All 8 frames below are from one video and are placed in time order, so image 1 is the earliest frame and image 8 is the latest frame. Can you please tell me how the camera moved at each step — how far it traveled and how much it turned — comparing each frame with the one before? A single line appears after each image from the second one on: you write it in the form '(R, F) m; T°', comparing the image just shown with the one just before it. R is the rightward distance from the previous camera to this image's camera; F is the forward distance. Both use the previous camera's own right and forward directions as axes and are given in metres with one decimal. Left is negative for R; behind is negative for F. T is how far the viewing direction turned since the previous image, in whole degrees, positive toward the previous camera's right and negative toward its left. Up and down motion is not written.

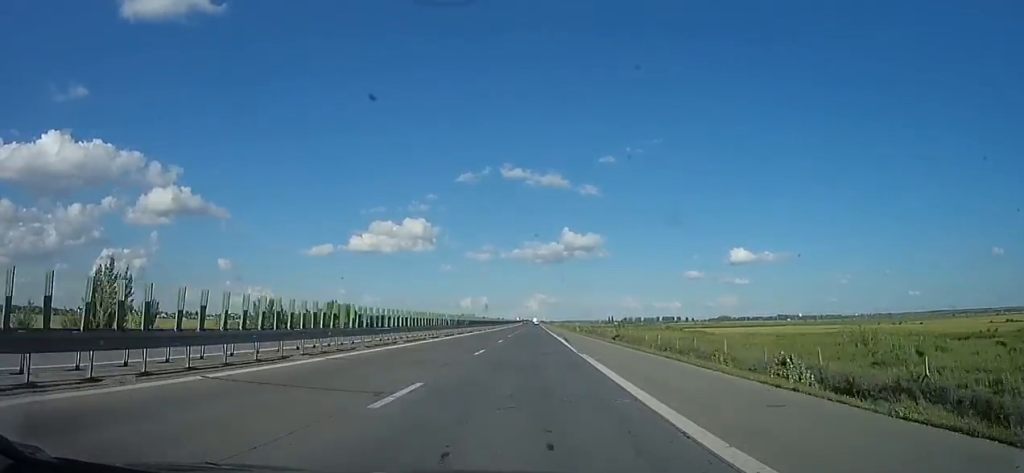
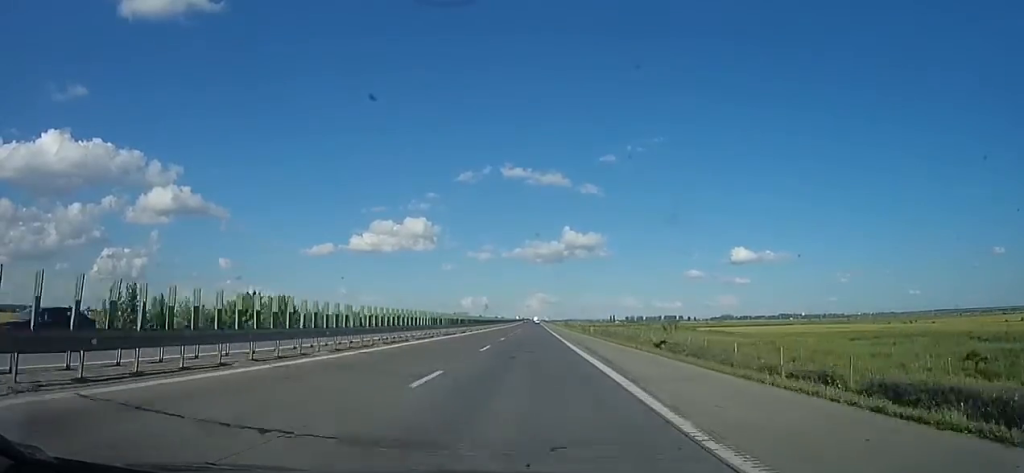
(+0.8, +20.9) m; +1°
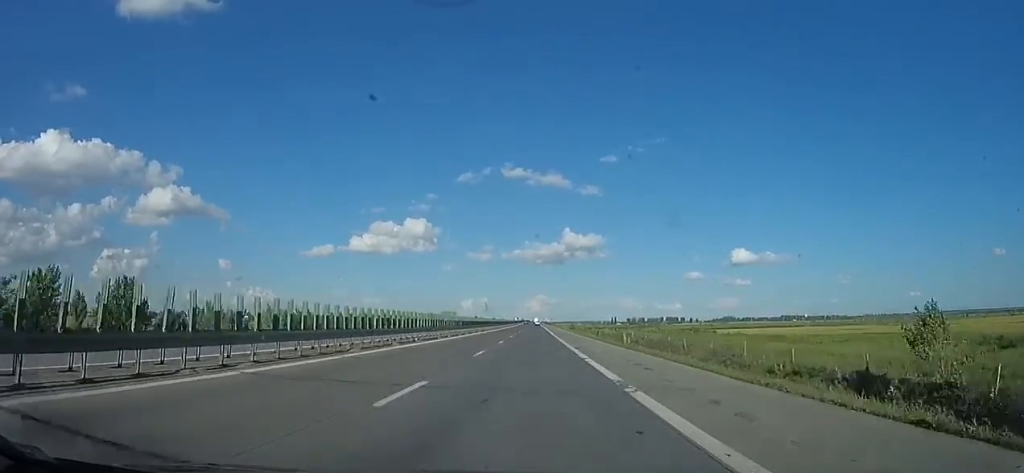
(-0.5, +25.1) m; -1°
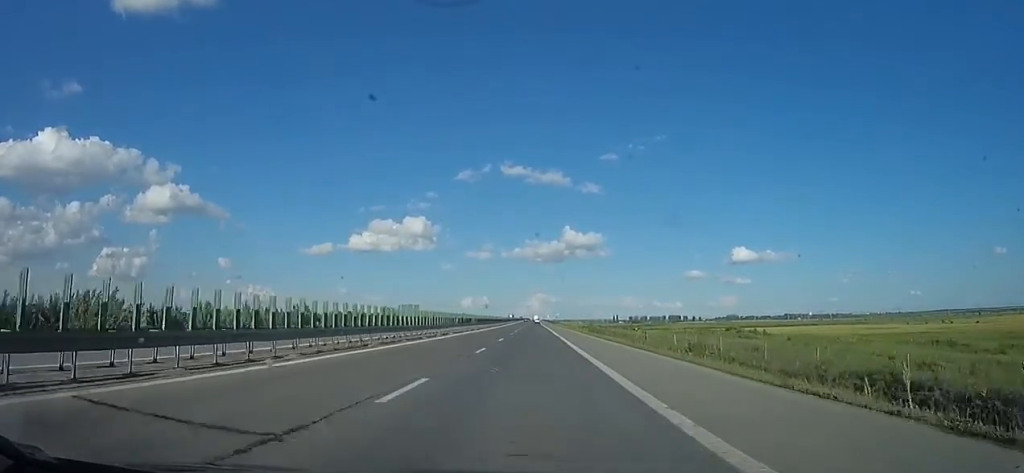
(-0.3, +46.4) m; +1°
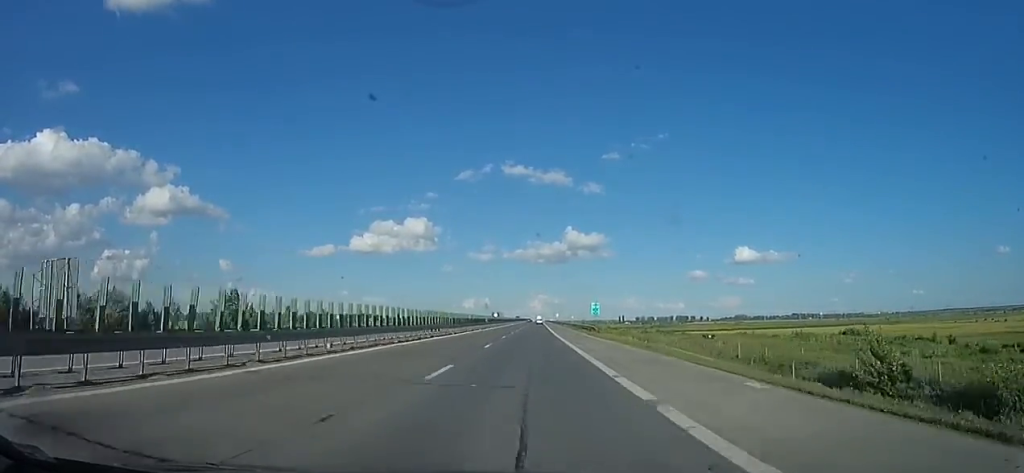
(+0.8, +79.4) m; -1°
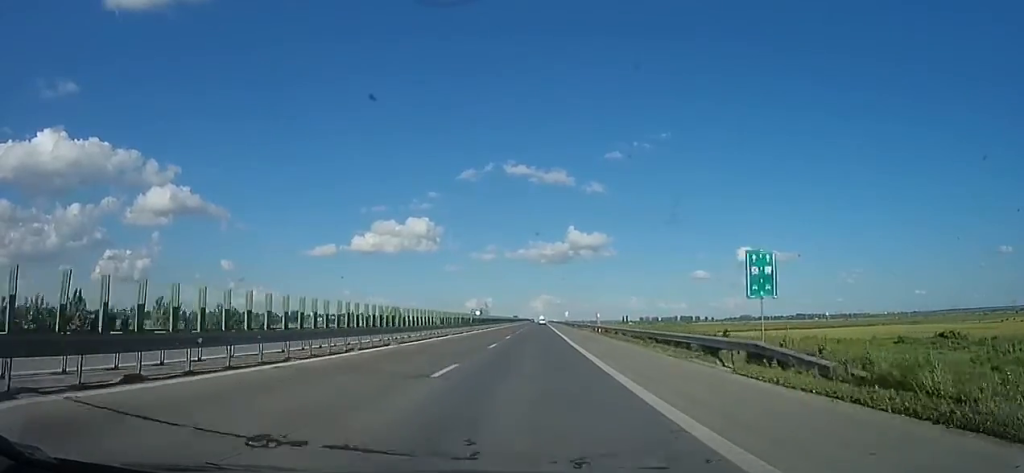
(-0.8, +34.7) m; 0°
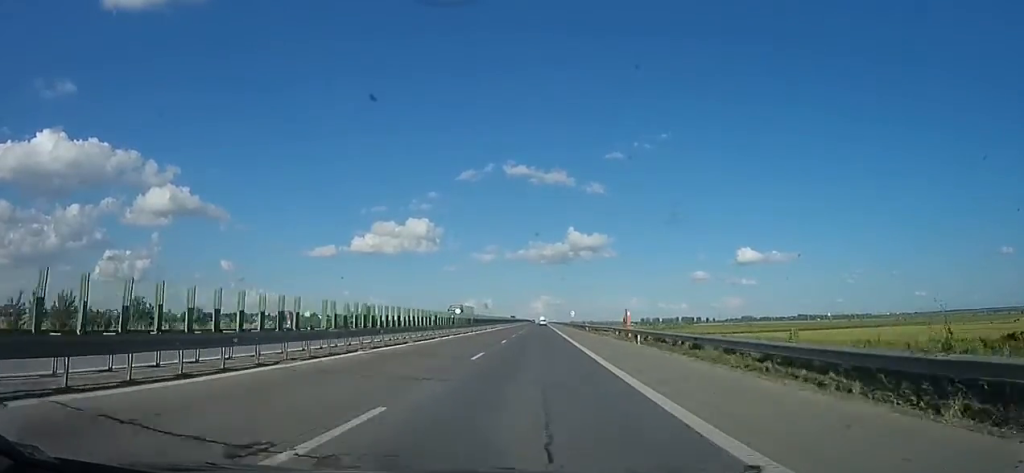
(+0.8, +18.3) m; 0°
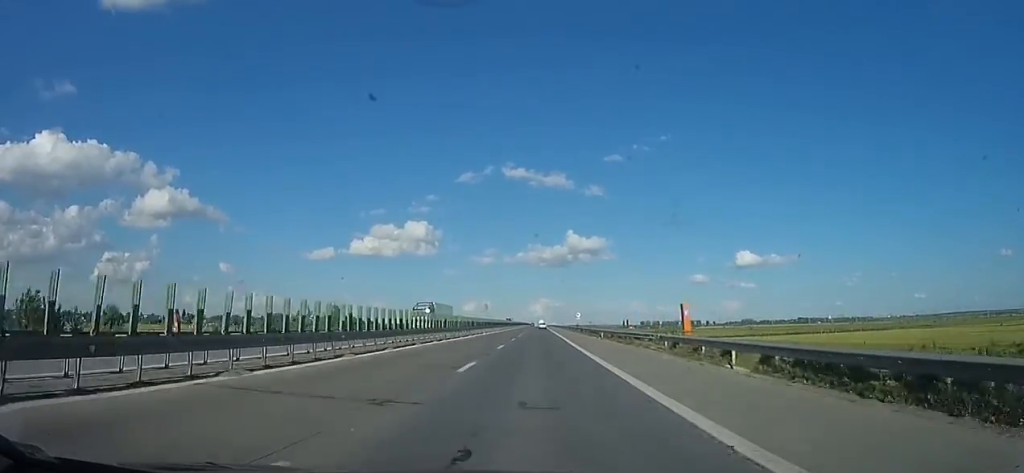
(+0.1, +14.7) m; 0°
